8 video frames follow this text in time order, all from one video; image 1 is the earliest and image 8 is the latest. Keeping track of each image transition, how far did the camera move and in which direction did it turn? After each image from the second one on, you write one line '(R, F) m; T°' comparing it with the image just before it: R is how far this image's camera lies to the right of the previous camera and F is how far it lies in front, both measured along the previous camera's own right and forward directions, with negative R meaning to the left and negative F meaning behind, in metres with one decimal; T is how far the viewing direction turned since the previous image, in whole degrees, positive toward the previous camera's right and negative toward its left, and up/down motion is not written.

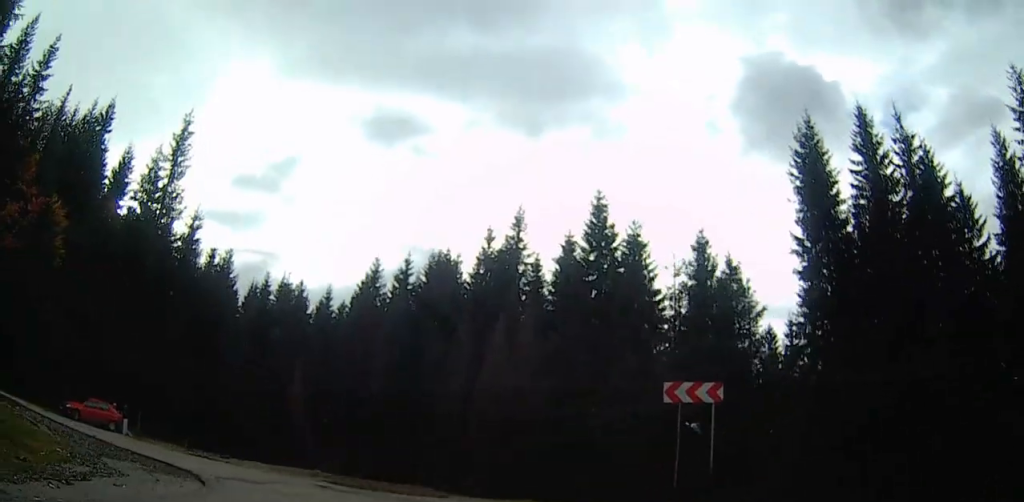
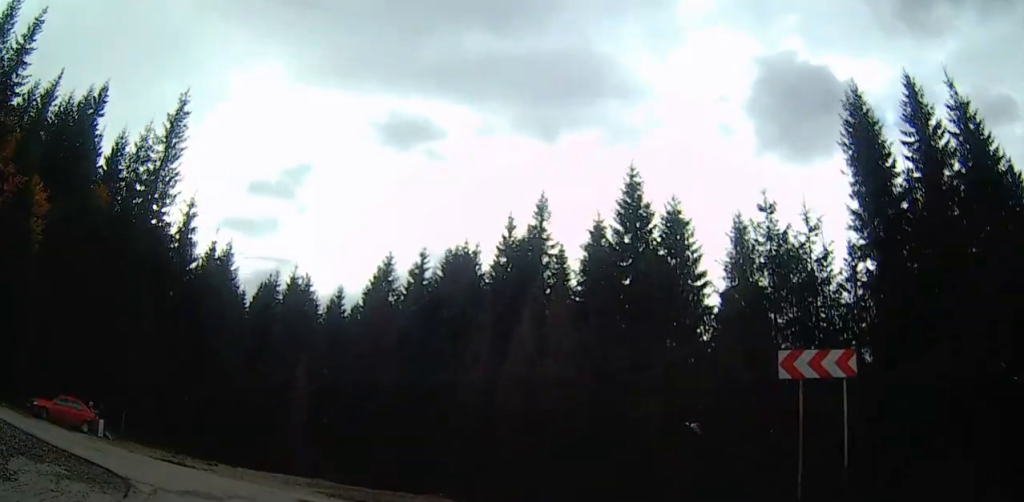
(+0.3, +5.9) m; -2°
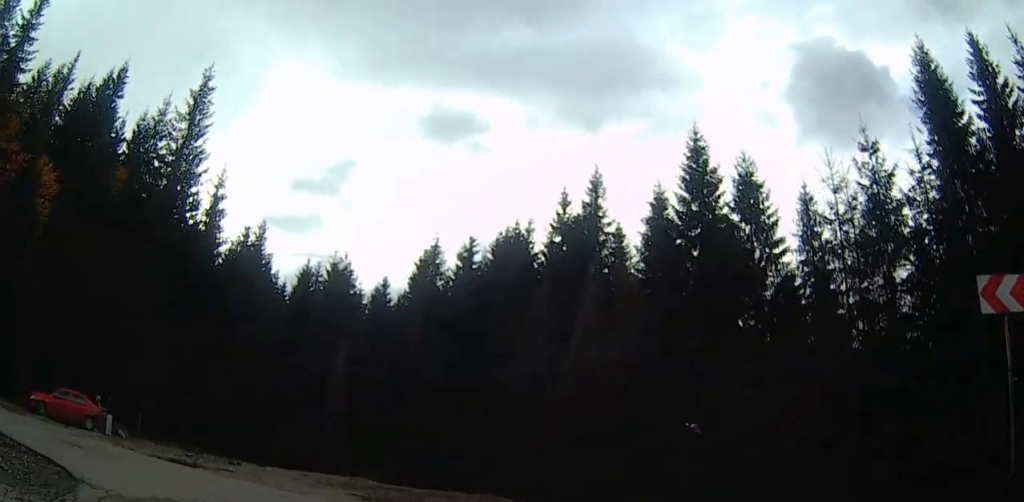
(-0.3, +4.3) m; -6°
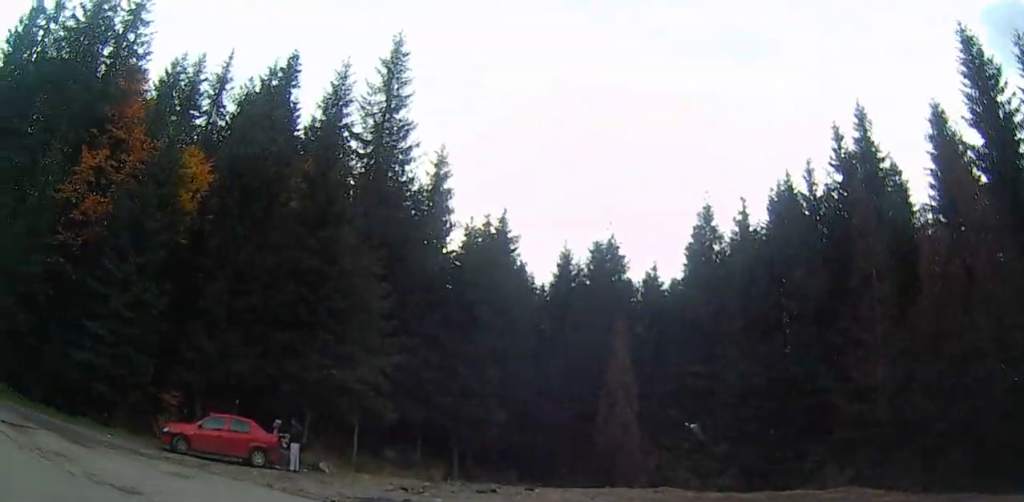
(-1.3, +9.6) m; -14°
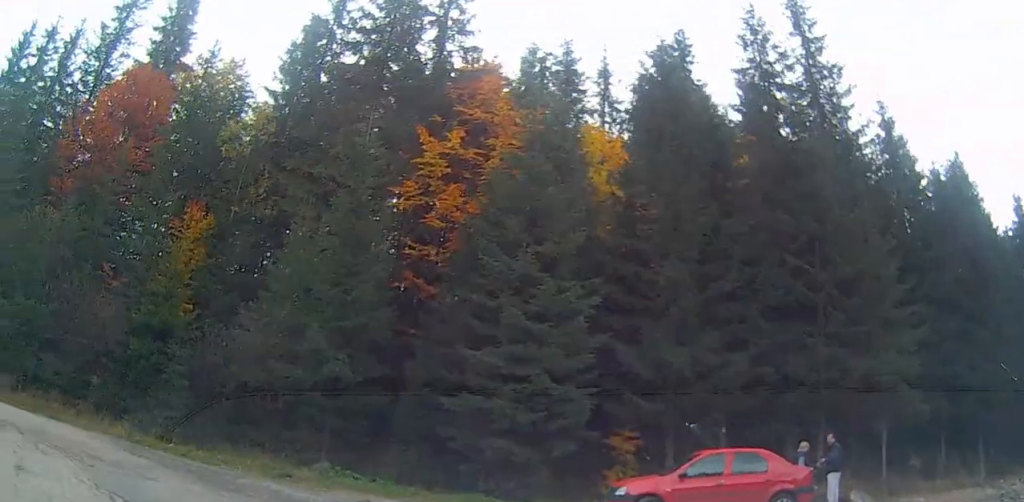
(-1.1, +9.3) m; -21°
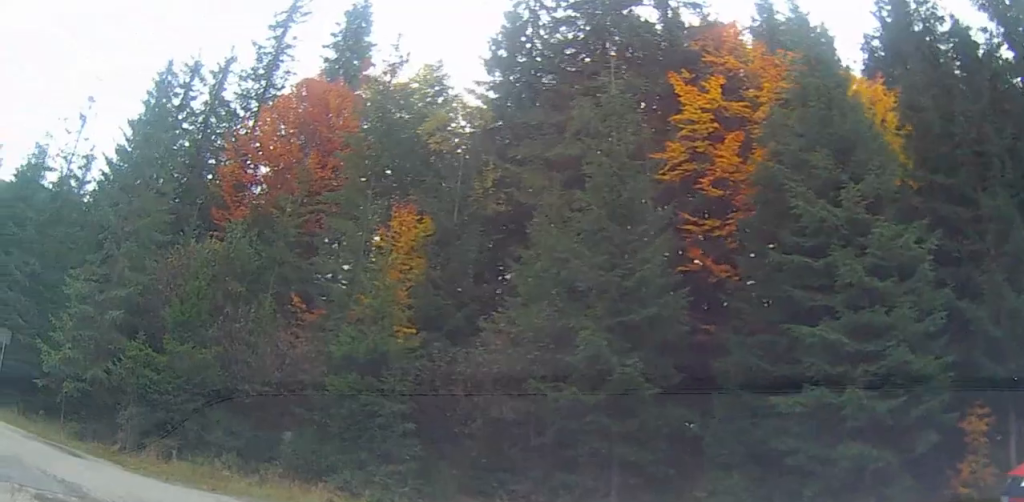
(-0.9, +4.0) m; -25°
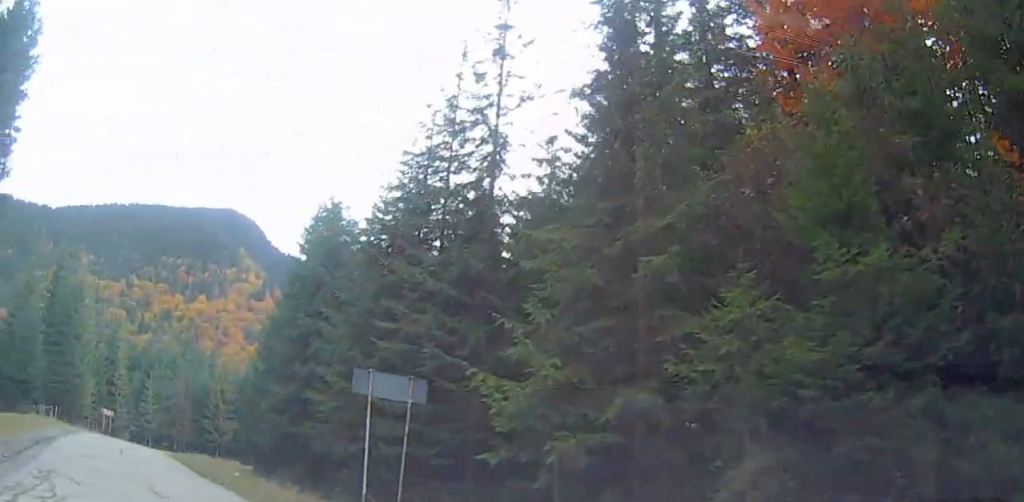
(-5.4, +8.8) m; -53°
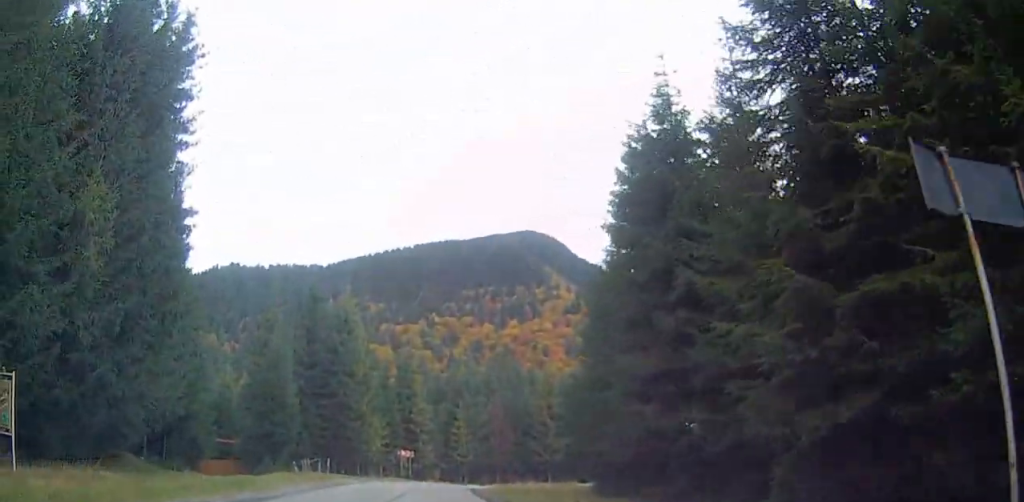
(-2.0, +8.4) m; -26°
